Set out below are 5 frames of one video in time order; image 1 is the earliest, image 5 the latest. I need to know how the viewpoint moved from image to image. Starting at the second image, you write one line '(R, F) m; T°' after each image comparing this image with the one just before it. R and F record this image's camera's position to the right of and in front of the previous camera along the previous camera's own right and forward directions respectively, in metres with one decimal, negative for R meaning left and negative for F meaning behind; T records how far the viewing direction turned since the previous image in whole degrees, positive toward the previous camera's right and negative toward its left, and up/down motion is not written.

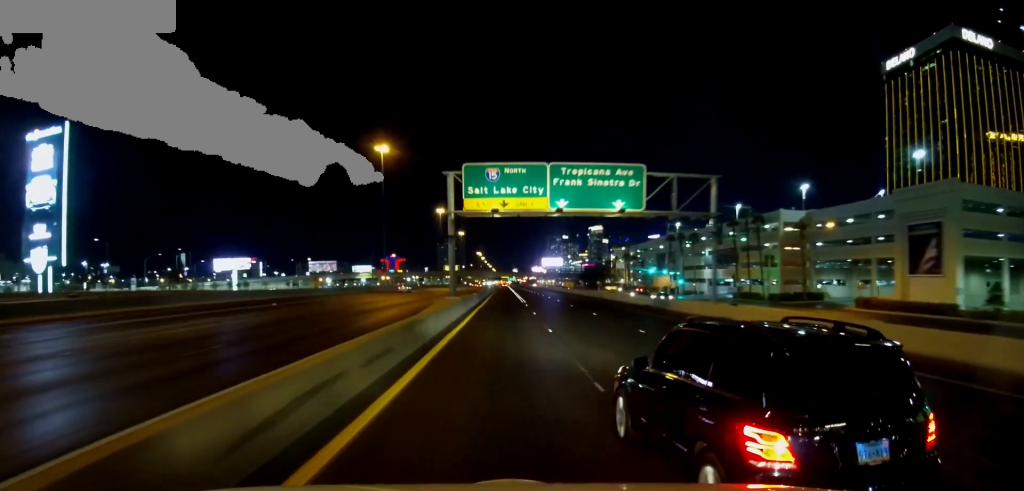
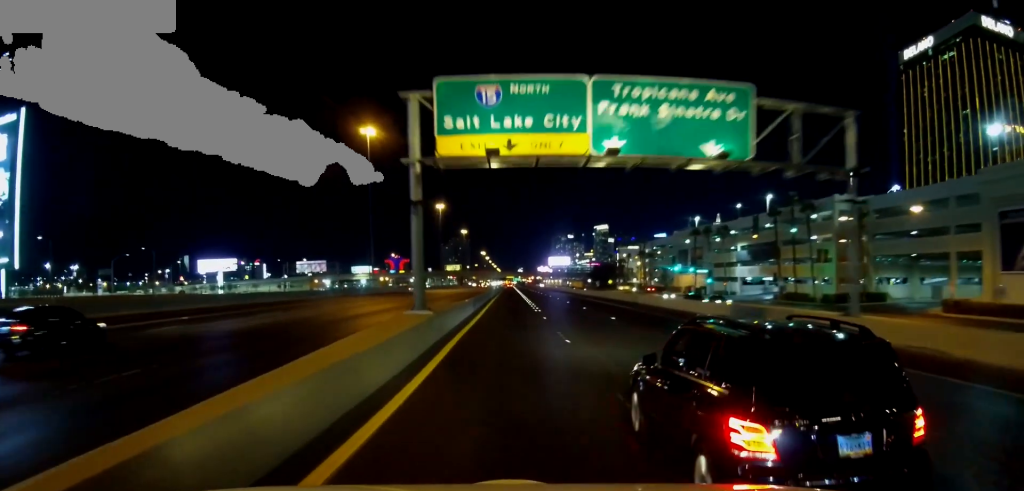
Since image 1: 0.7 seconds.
(0.0, +17.9) m; 0°
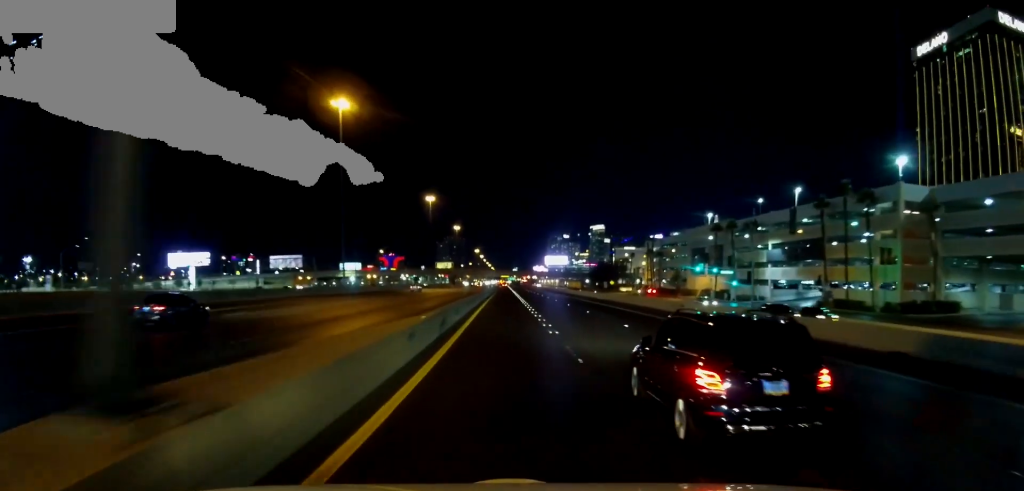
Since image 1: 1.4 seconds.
(0.0, +20.6) m; 0°
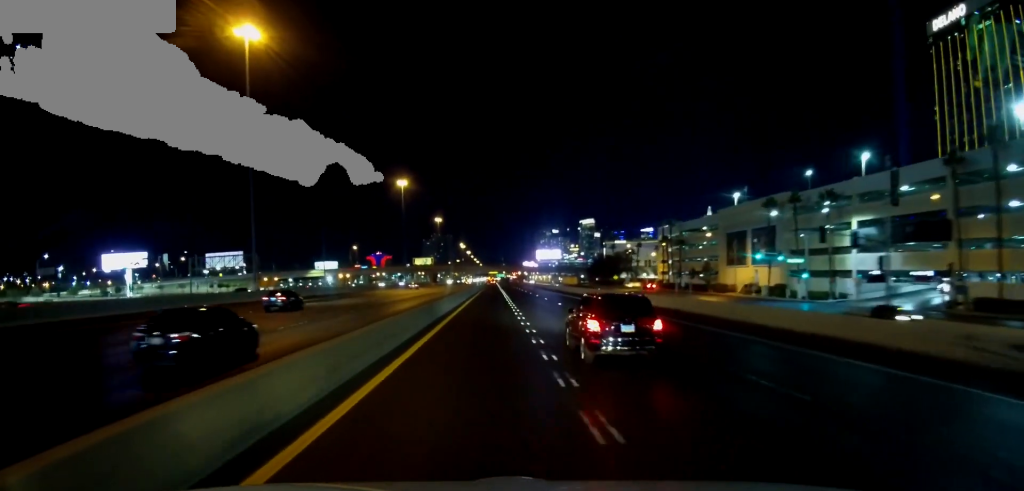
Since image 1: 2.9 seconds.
(+0.2, +35.9) m; 0°
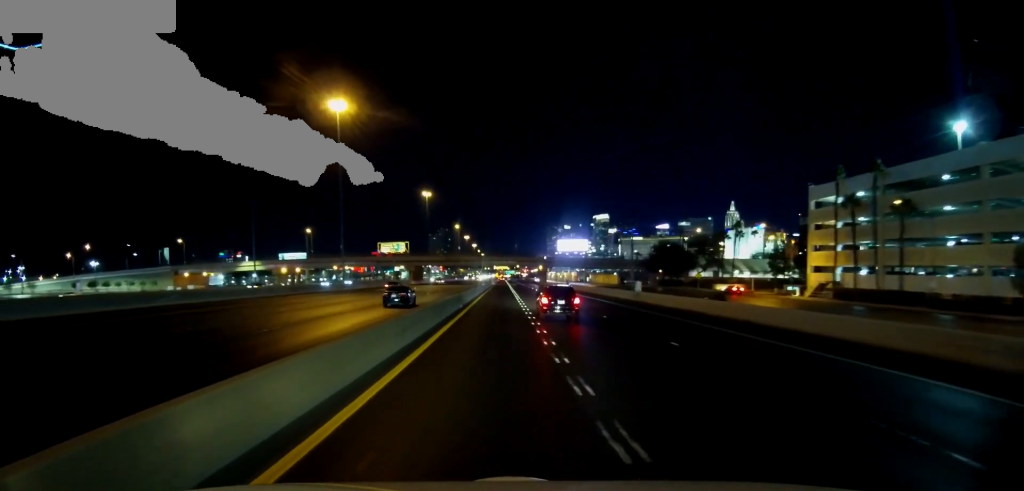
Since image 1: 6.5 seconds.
(-0.3, +77.0) m; 0°
